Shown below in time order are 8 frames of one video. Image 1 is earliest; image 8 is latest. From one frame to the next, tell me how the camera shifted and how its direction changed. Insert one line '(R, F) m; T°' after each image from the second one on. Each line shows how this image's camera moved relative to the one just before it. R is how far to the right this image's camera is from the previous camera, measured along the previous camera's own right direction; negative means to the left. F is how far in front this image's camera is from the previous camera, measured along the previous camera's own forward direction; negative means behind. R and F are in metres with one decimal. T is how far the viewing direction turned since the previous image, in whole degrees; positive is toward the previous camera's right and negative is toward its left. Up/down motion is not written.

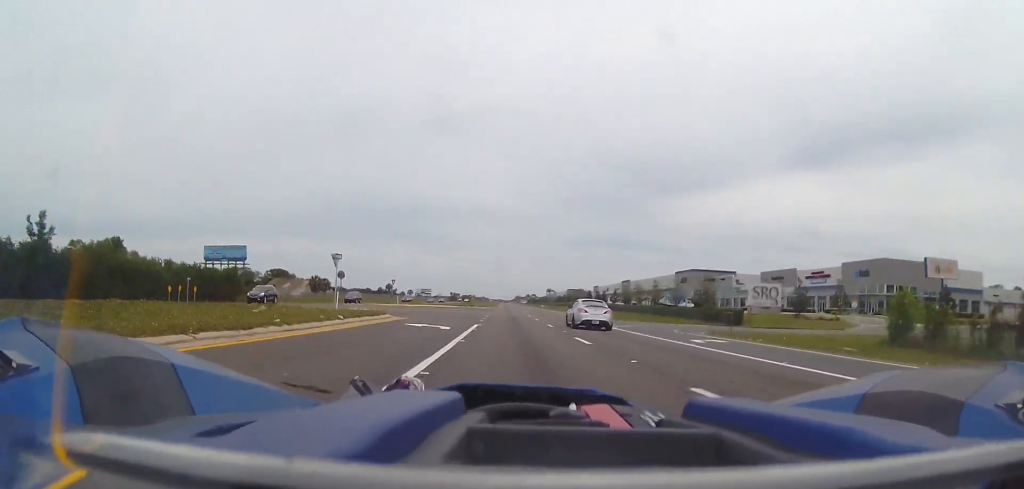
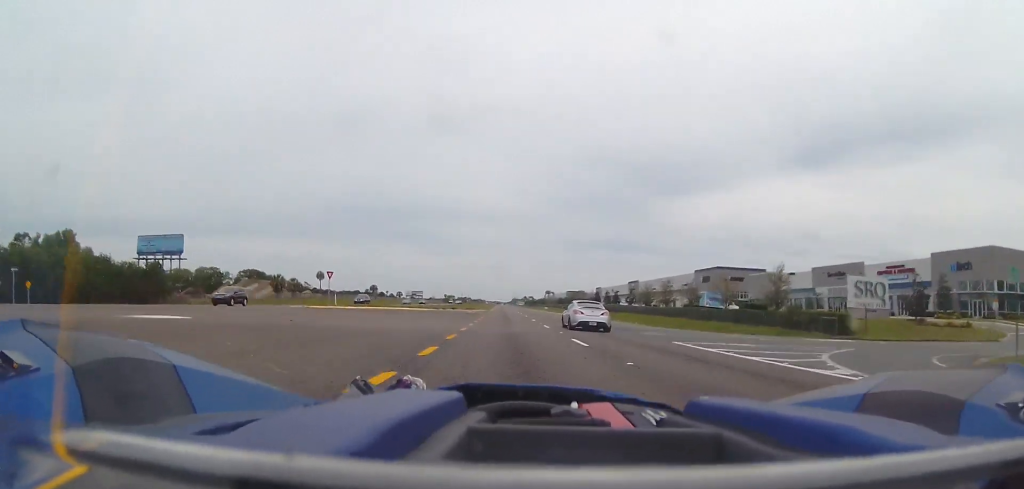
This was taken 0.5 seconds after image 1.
(0.0, +25.9) m; 0°
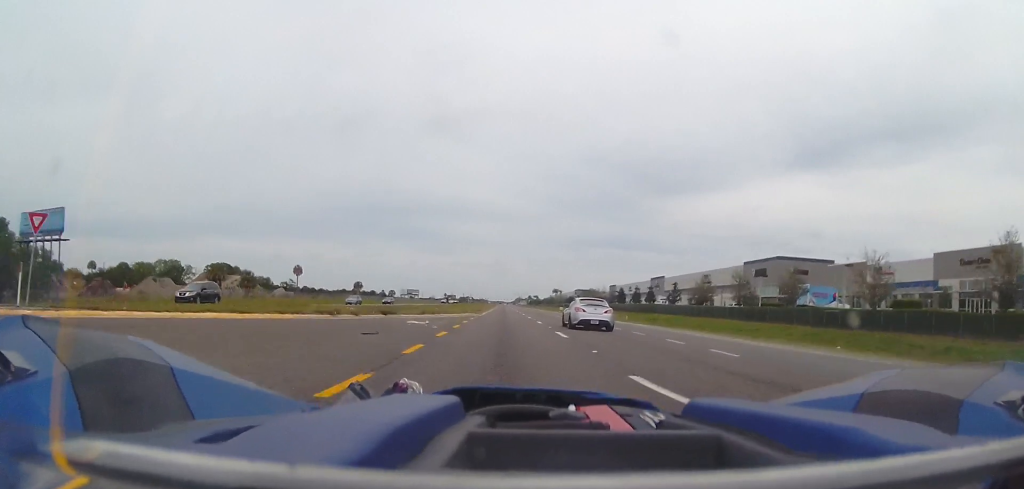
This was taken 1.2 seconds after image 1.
(0.0, +34.4) m; 0°
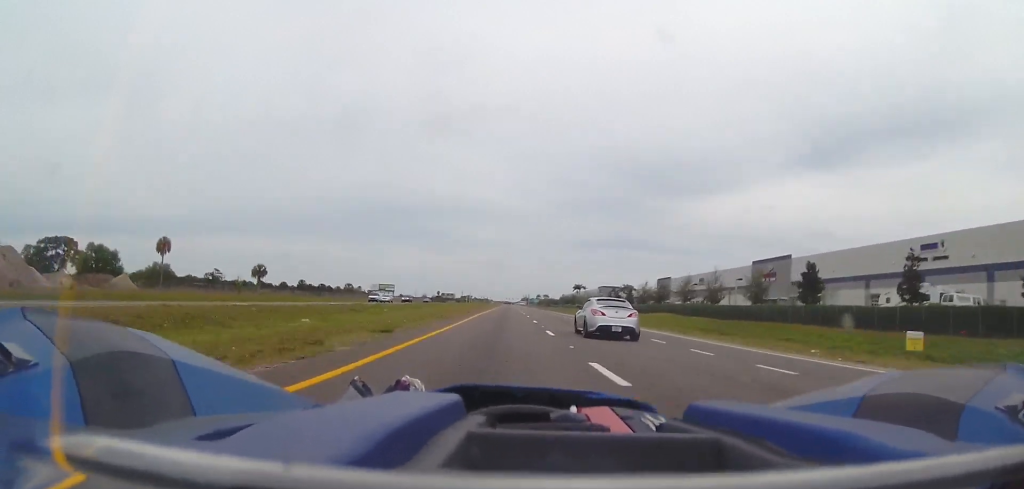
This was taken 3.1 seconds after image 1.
(-0.2, +97.3) m; -1°
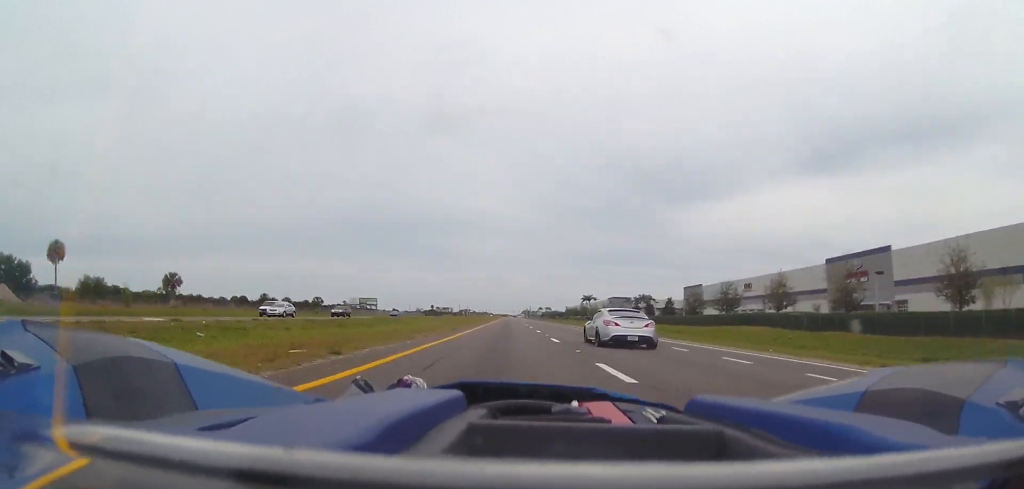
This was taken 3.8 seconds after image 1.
(0.0, +37.2) m; 0°
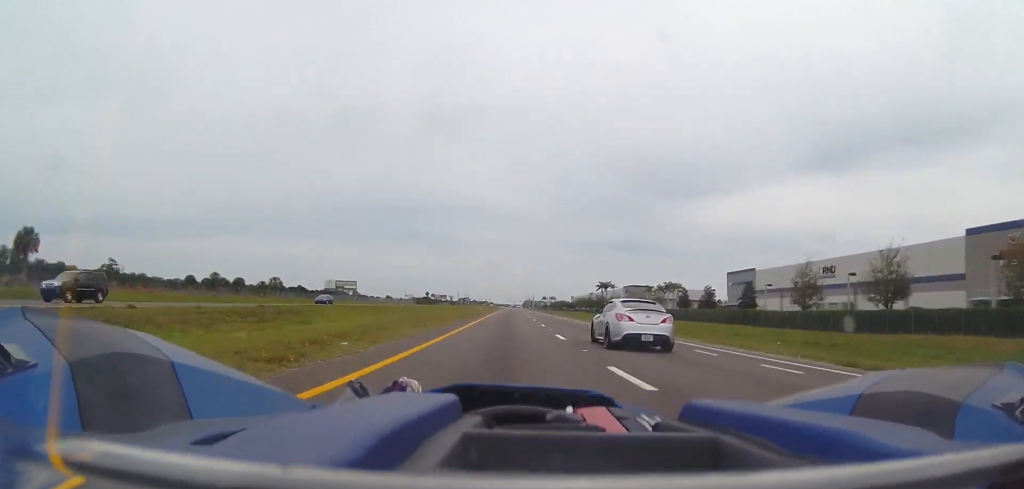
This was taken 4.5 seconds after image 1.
(+0.2, +37.8) m; 0°
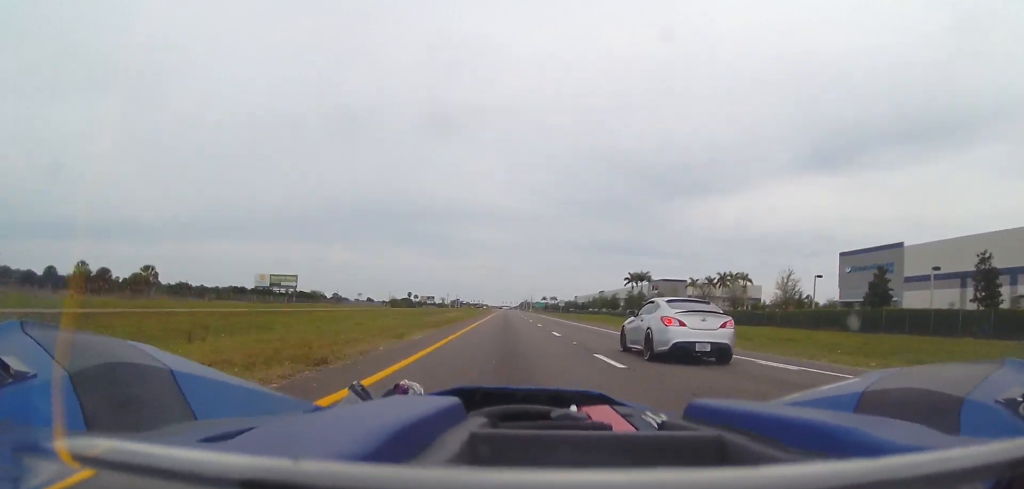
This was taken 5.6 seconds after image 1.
(+0.1, +58.7) m; 0°
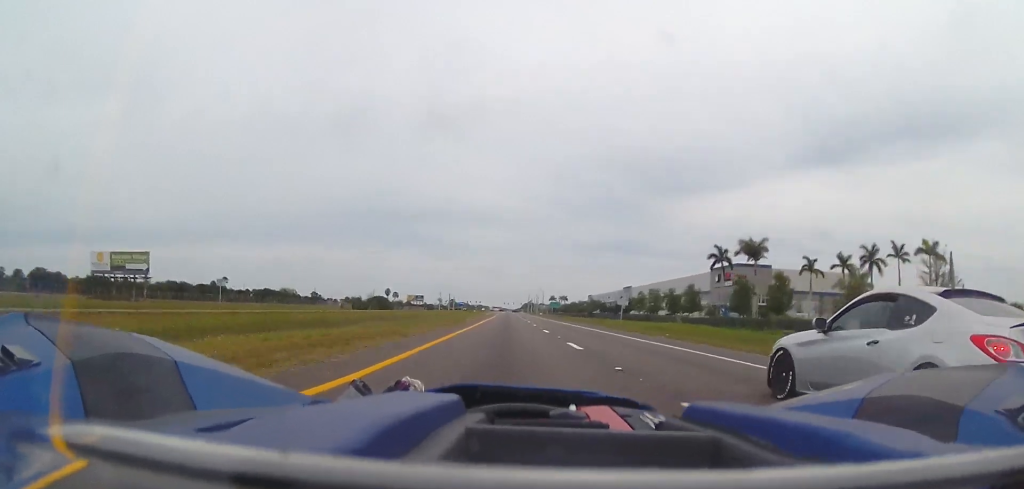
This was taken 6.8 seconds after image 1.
(-0.3, +69.0) m; 0°
